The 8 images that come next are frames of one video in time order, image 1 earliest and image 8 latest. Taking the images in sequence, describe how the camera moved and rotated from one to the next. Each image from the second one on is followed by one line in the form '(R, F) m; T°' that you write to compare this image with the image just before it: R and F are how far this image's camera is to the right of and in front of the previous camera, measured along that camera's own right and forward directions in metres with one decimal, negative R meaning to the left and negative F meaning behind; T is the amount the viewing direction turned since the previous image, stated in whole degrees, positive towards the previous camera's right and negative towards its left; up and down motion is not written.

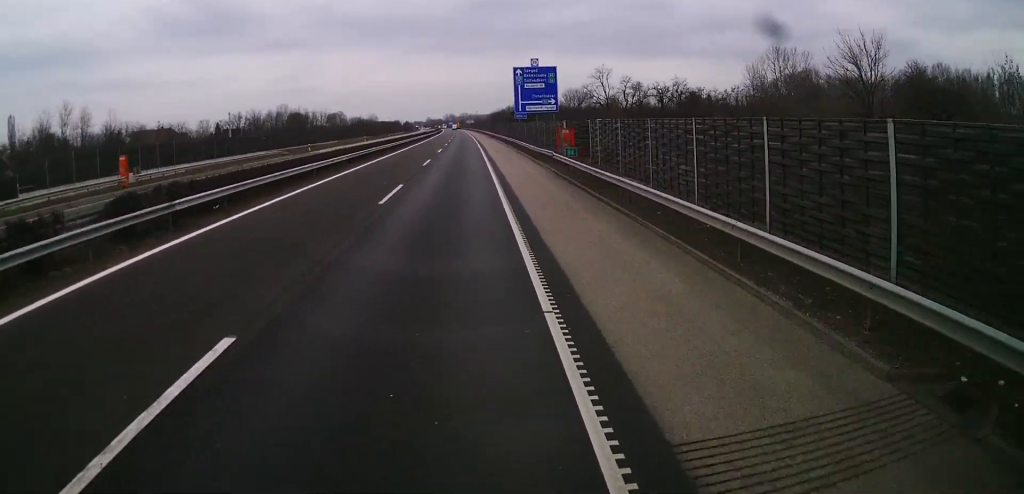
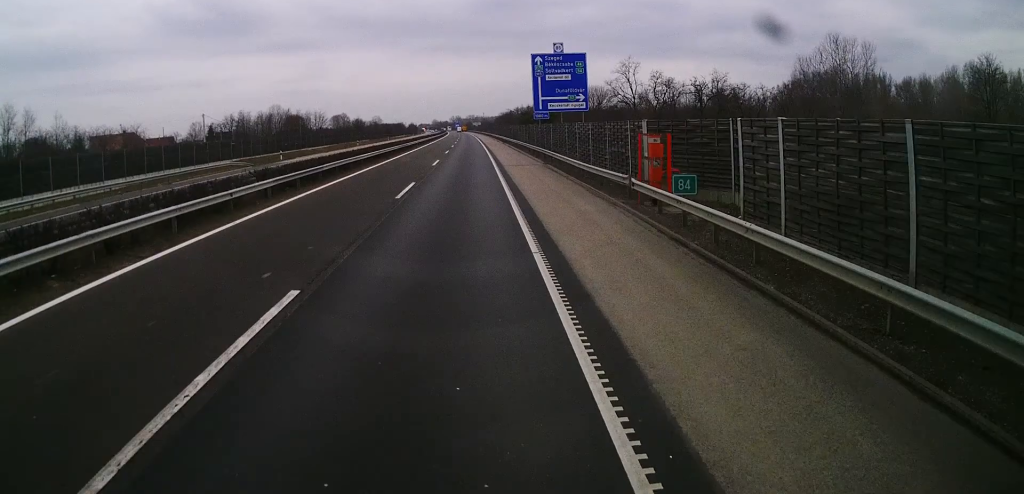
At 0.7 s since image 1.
(-0.1, +16.3) m; 0°
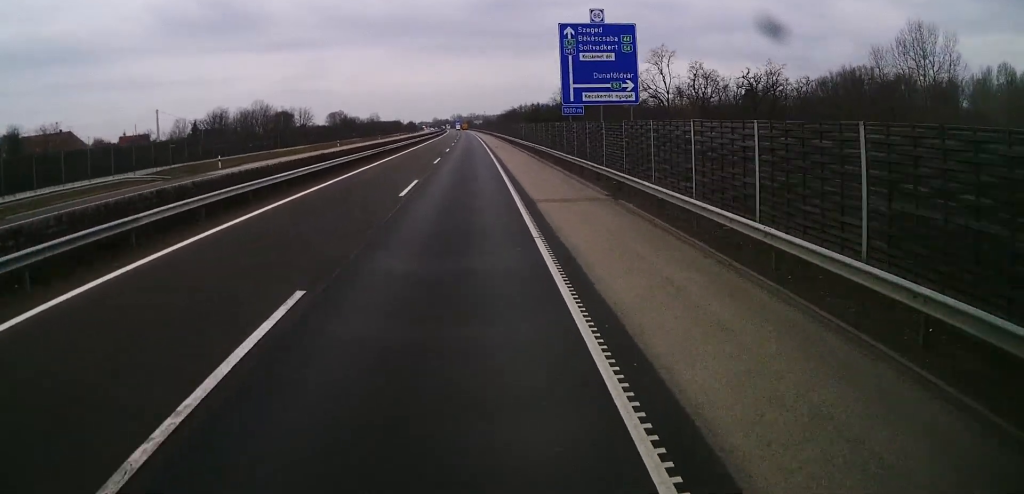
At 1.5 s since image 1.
(0.0, +18.6) m; 0°
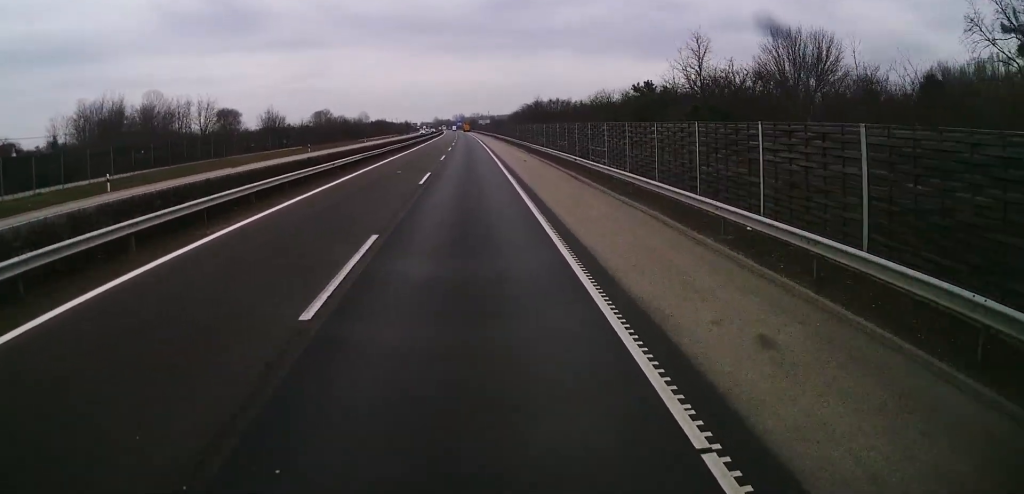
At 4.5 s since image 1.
(+0.1, +68.8) m; -1°
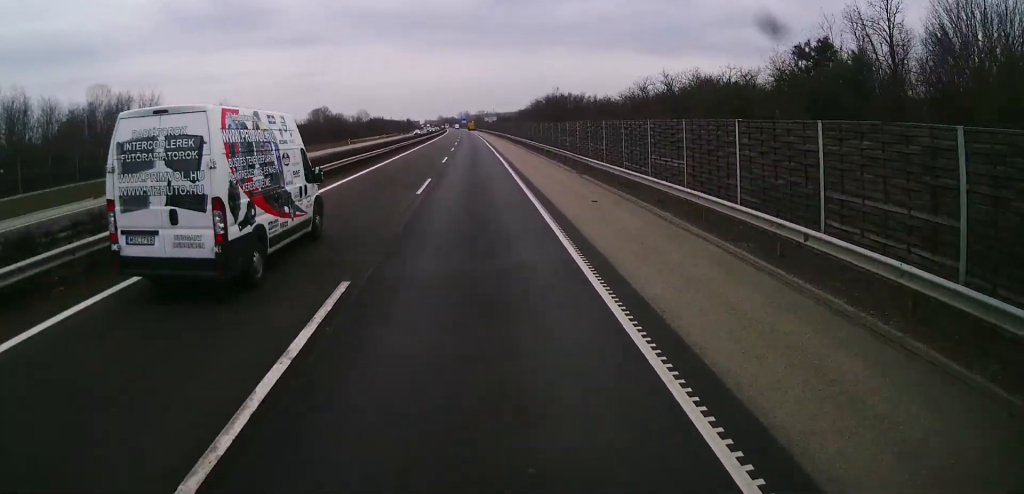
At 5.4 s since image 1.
(-0.5, +22.3) m; 0°
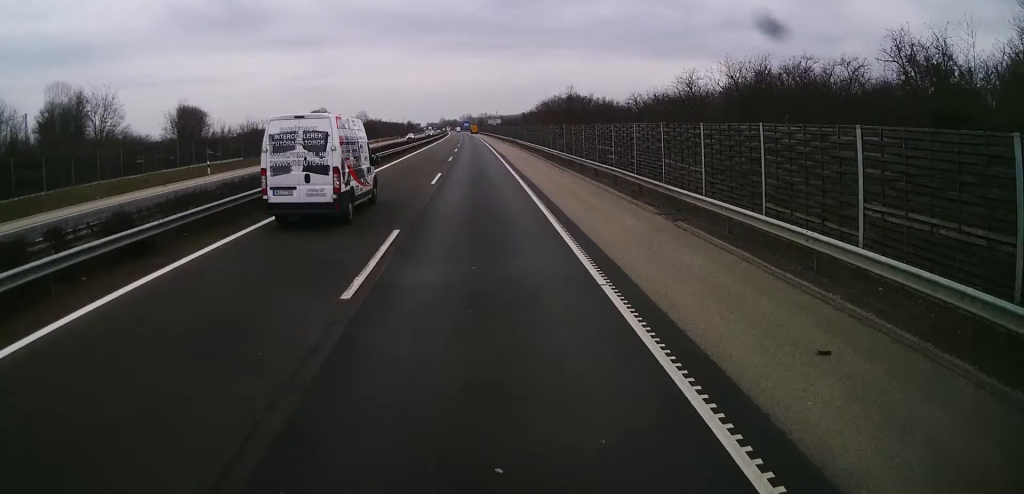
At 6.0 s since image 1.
(+0.3, +13.1) m; 0°
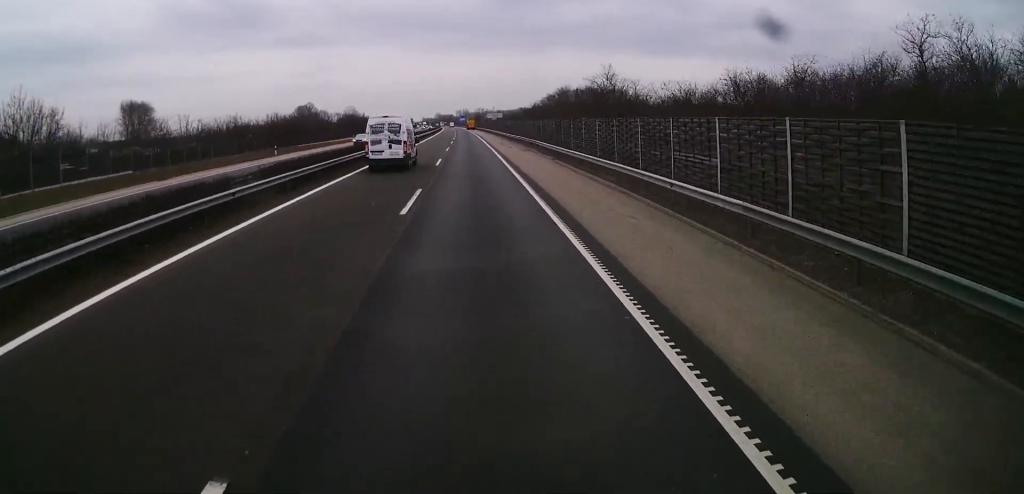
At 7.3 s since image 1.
(-0.2, +29.2) m; -1°
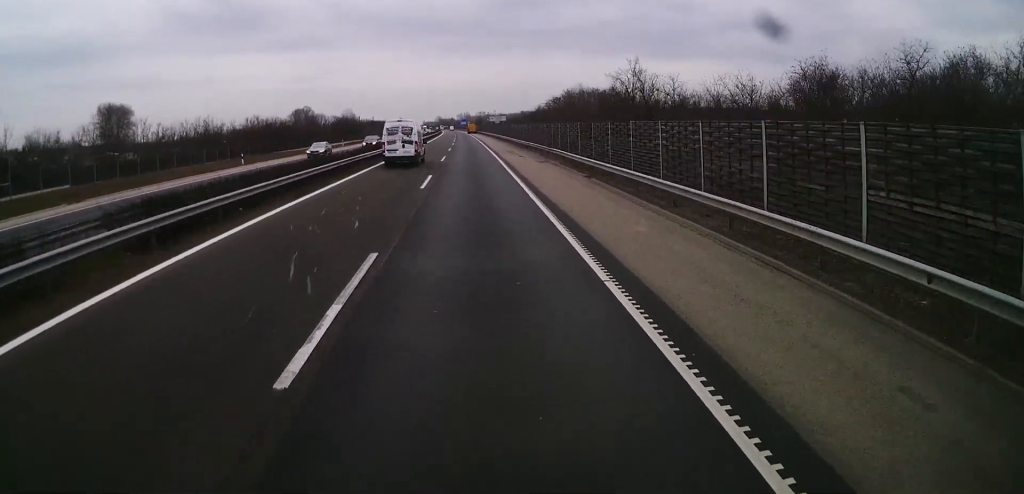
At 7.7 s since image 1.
(0.0, +10.8) m; 0°
